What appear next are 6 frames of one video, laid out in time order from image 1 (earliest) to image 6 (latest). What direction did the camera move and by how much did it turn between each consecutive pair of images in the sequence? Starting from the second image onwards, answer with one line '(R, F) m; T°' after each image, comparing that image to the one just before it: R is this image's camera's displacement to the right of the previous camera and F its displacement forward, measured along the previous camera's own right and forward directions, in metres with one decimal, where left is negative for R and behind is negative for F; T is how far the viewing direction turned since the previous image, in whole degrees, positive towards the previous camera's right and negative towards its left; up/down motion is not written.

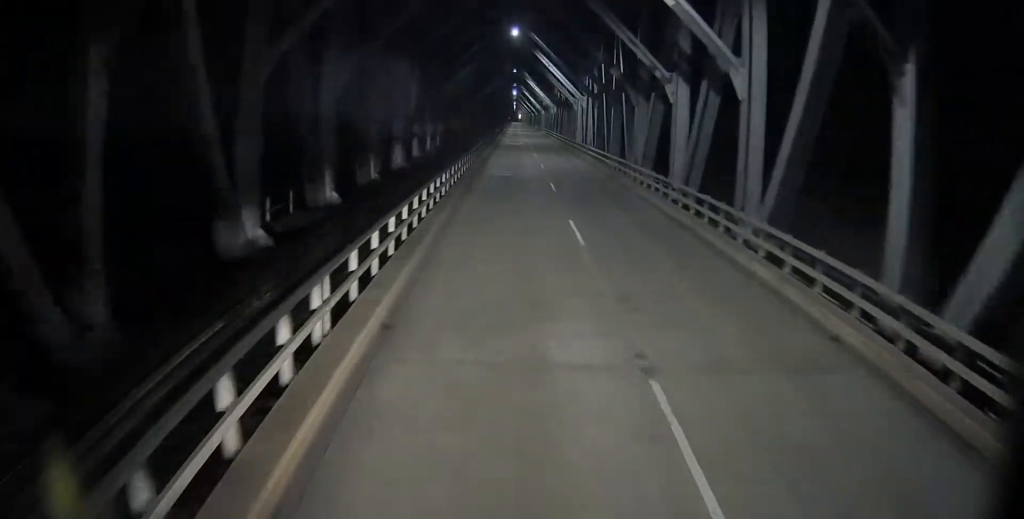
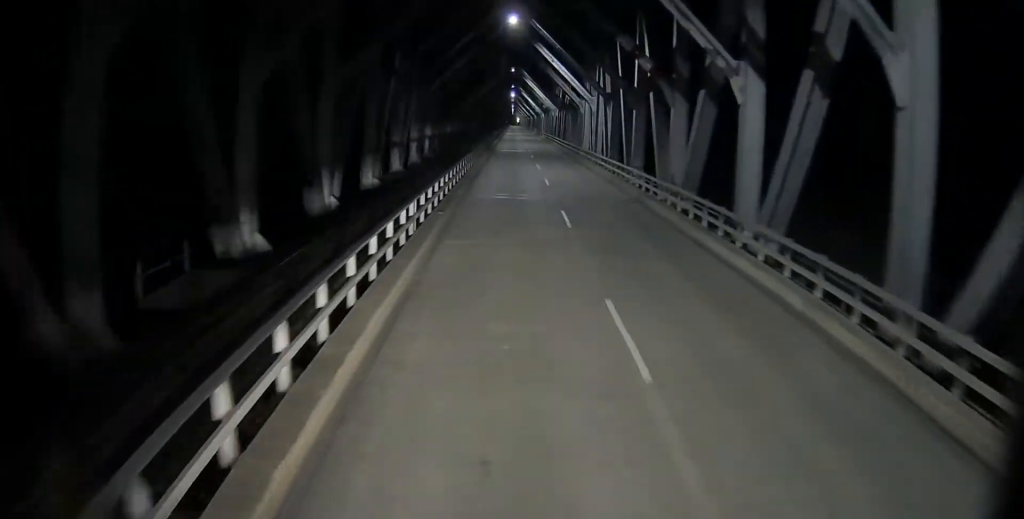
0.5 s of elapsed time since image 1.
(-0.1, +7.7) m; 0°
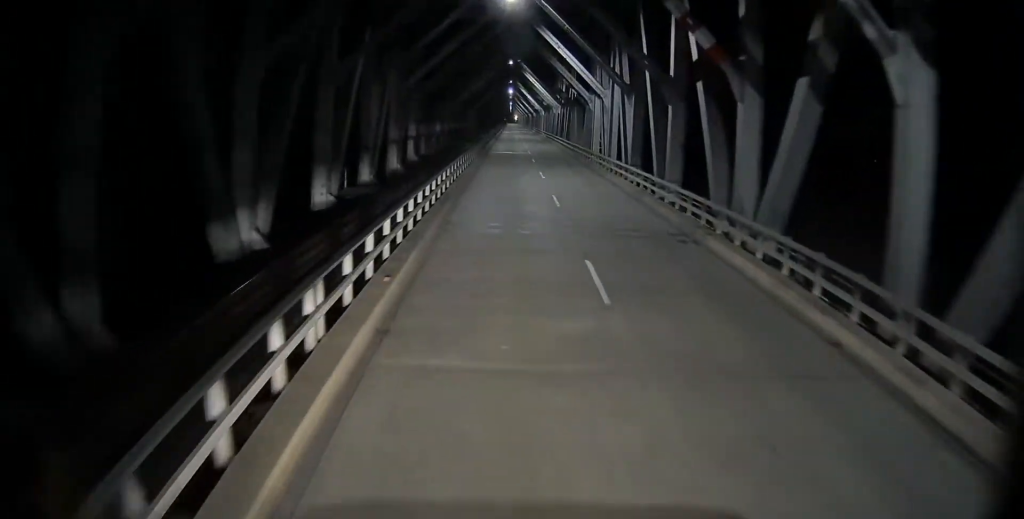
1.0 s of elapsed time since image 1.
(0.0, +7.8) m; 0°
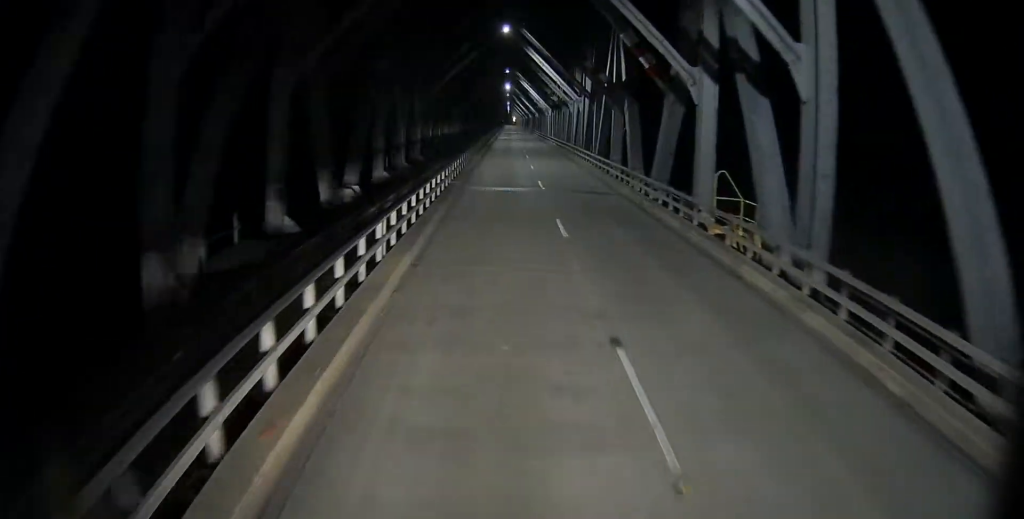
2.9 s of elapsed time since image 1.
(-0.1, +27.8) m; 0°
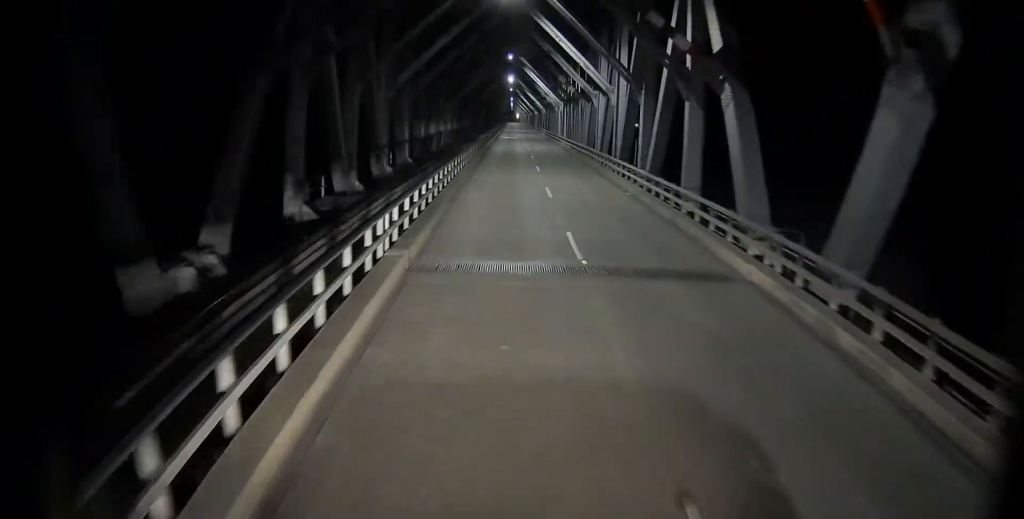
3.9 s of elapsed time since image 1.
(0.0, +15.1) m; 0°
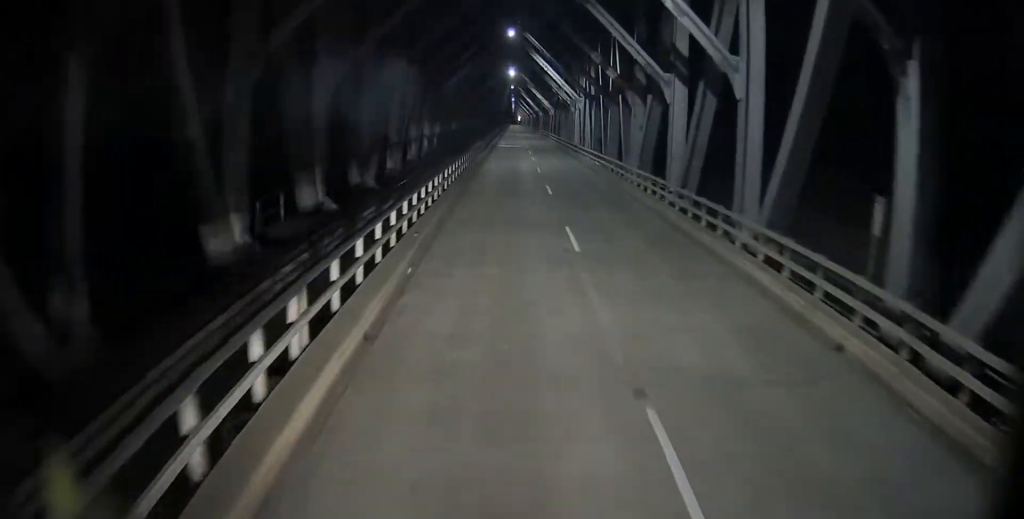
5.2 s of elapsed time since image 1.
(-0.1, +19.8) m; 0°
